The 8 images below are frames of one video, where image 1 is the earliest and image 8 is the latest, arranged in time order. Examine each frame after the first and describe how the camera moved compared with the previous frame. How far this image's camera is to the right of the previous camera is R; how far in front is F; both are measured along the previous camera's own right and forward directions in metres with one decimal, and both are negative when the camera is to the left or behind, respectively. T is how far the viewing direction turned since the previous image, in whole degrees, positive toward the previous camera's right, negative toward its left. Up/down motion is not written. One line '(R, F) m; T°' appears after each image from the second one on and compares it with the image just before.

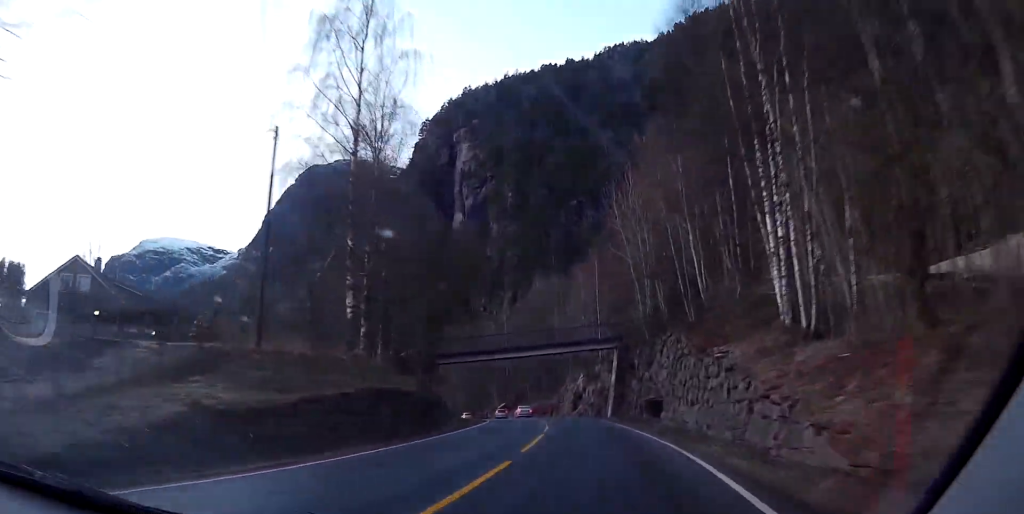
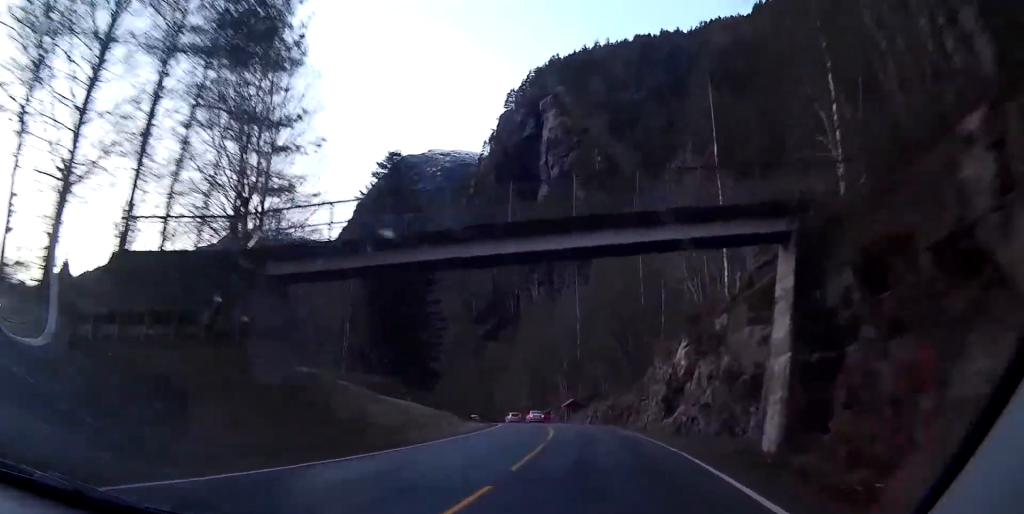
(-2.2, +38.7) m; -8°
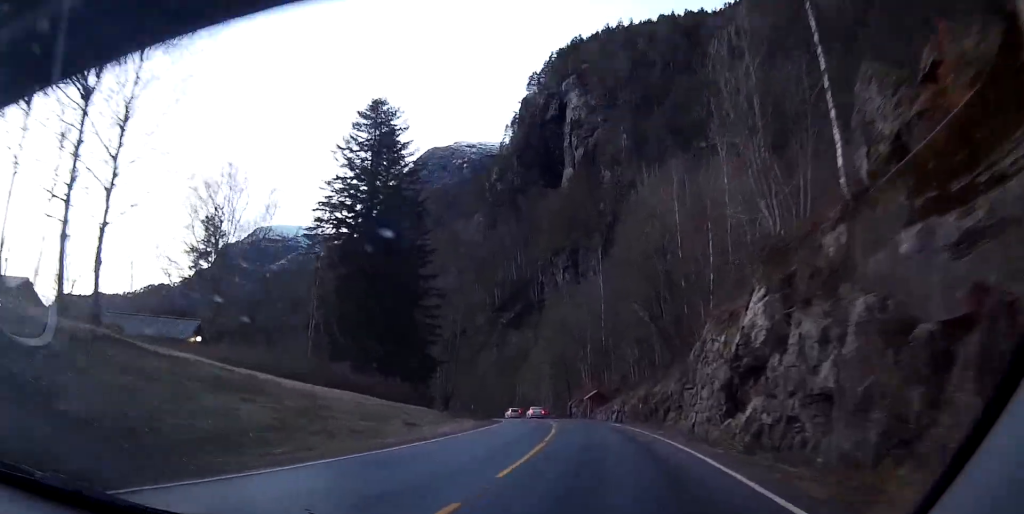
(-0.6, +13.4) m; -3°
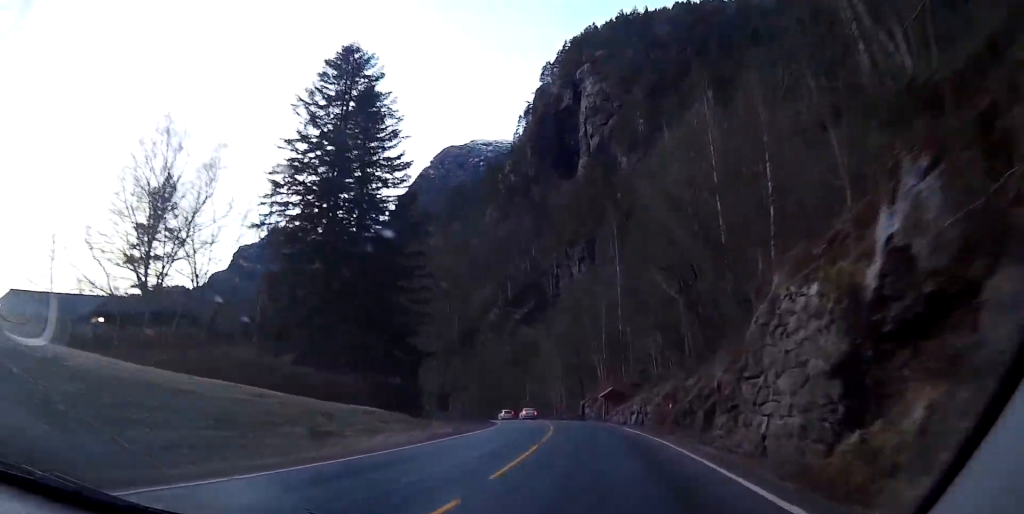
(-0.2, +11.3) m; -1°
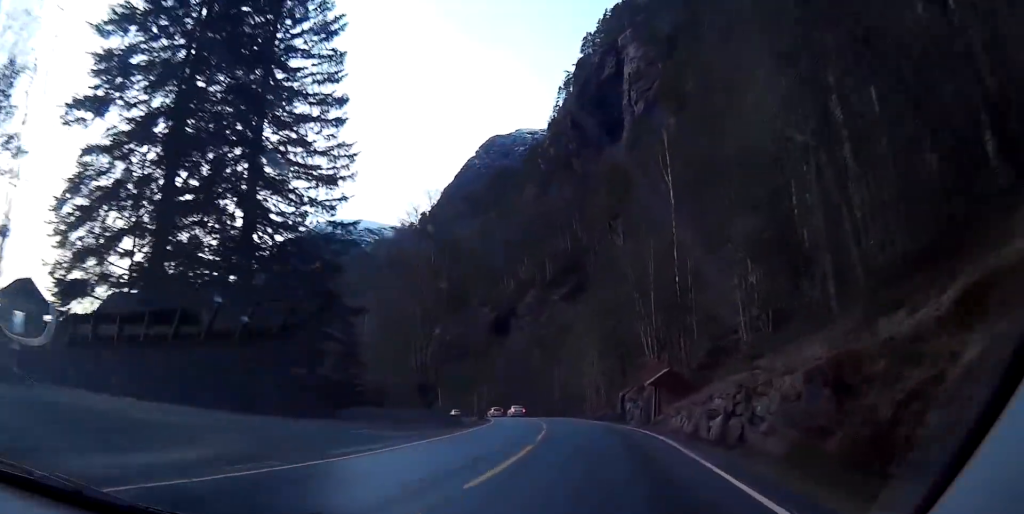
(0.0, +24.5) m; -1°
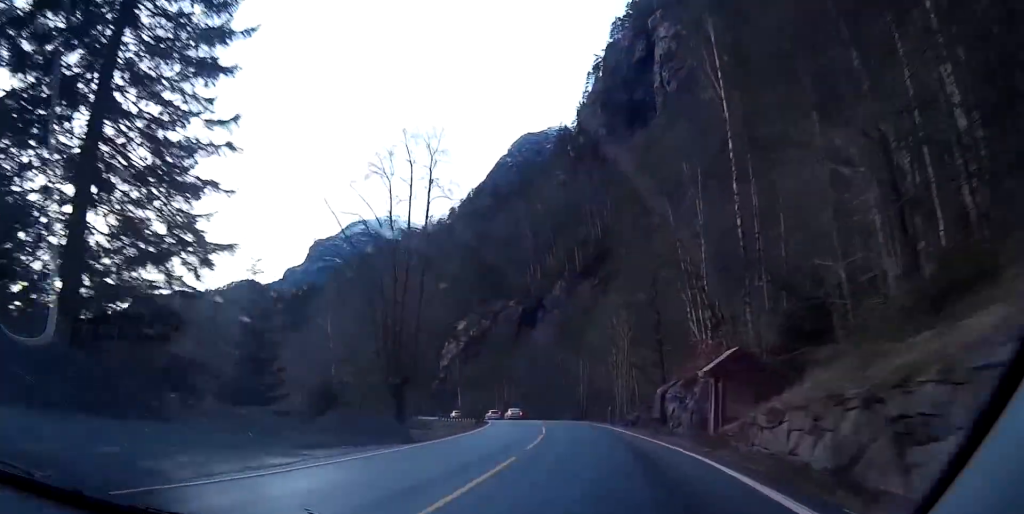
(-0.4, +14.9) m; -3°
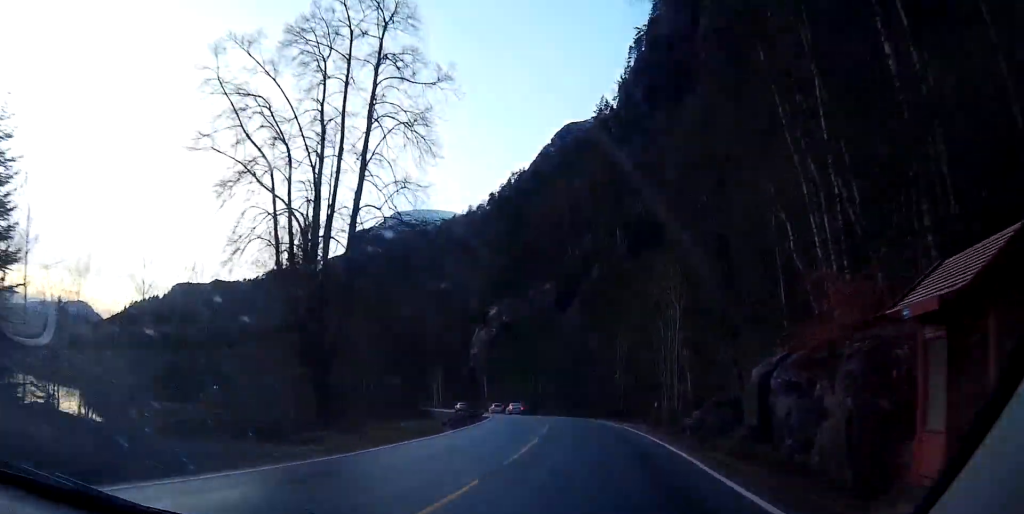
(-0.6, +16.9) m; -4°
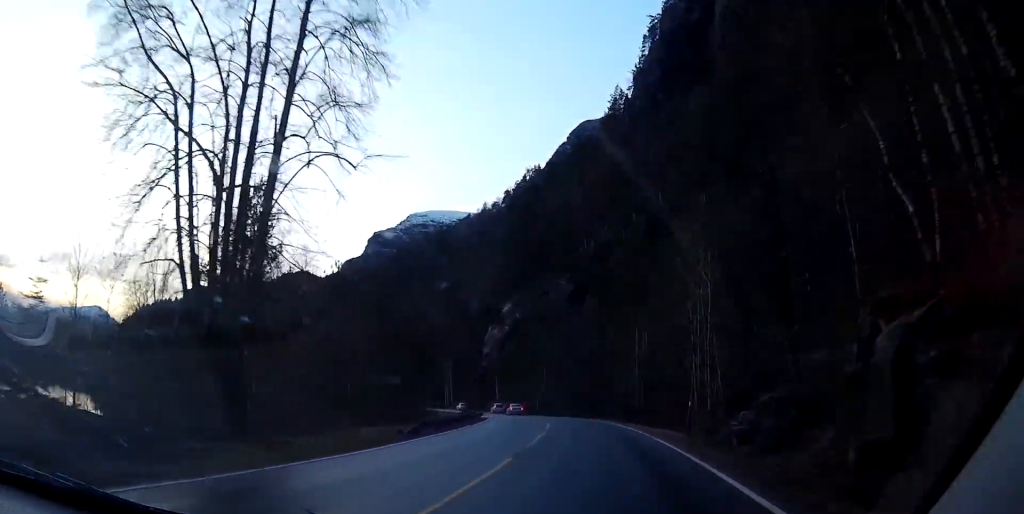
(-0.1, +8.0) m; -2°
